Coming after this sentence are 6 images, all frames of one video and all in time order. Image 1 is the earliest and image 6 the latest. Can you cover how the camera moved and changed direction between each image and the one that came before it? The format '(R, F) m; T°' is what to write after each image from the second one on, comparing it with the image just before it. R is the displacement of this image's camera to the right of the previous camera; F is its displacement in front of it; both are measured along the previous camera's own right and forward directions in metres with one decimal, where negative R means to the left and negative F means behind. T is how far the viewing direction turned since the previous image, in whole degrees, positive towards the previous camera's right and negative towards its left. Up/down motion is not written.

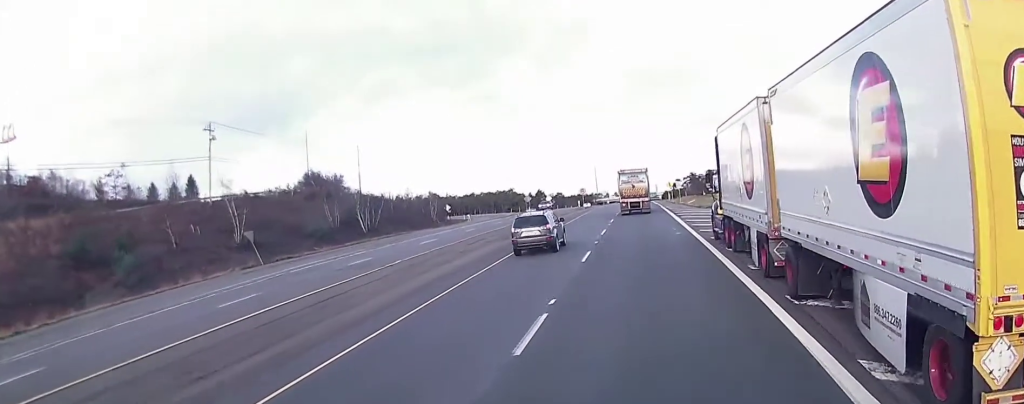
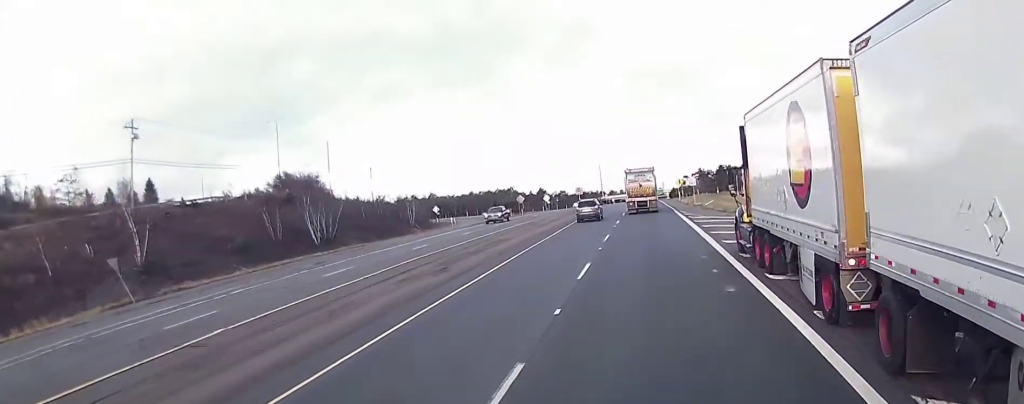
(0.0, +15.8) m; -1°
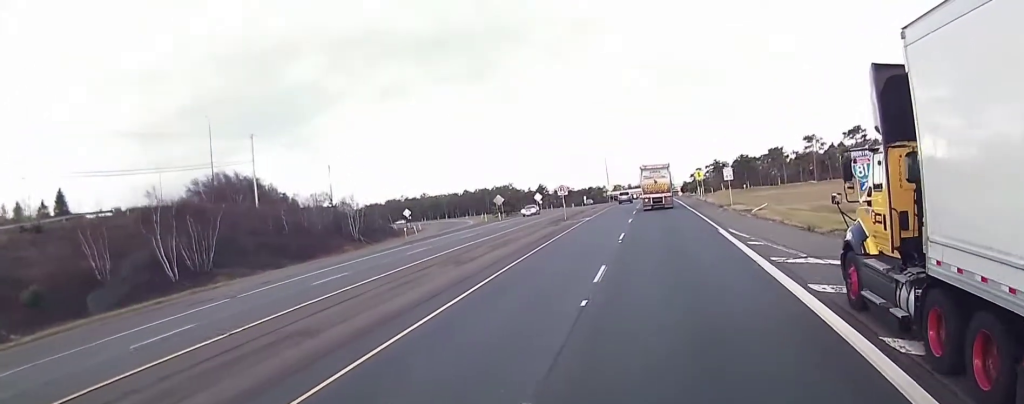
(-1.0, +26.8) m; -3°
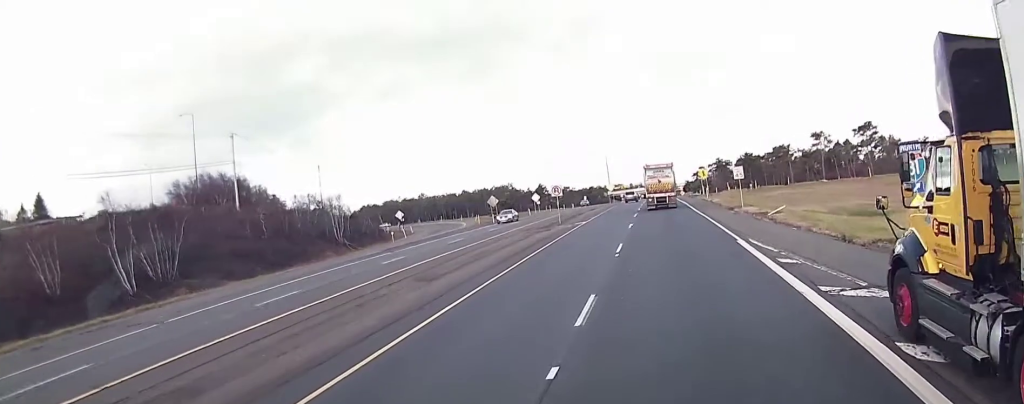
(0.0, +5.3) m; 0°
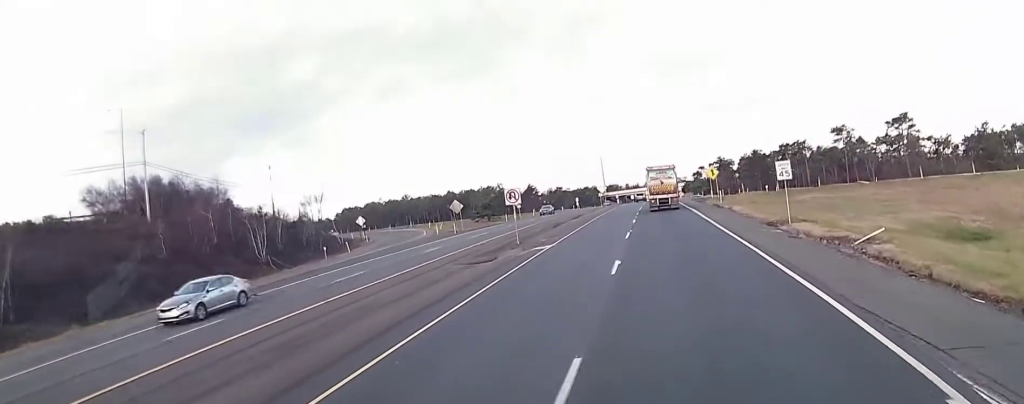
(+0.3, +17.9) m; 0°
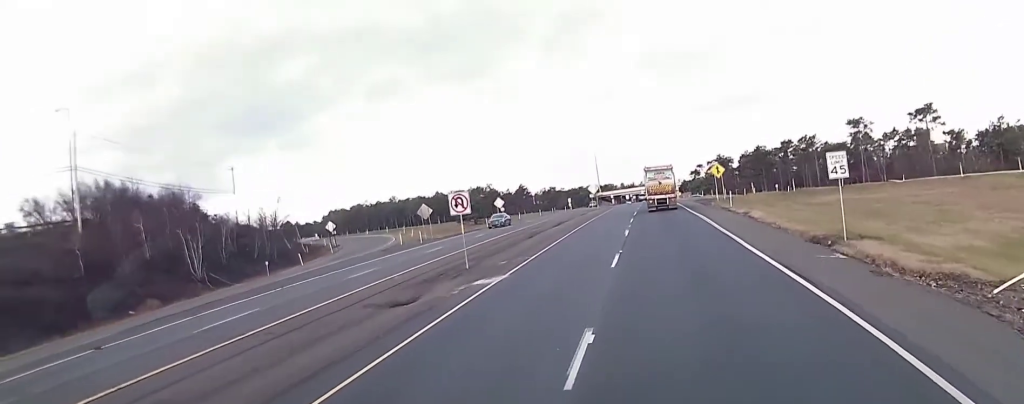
(-0.1, +10.5) m; +1°
